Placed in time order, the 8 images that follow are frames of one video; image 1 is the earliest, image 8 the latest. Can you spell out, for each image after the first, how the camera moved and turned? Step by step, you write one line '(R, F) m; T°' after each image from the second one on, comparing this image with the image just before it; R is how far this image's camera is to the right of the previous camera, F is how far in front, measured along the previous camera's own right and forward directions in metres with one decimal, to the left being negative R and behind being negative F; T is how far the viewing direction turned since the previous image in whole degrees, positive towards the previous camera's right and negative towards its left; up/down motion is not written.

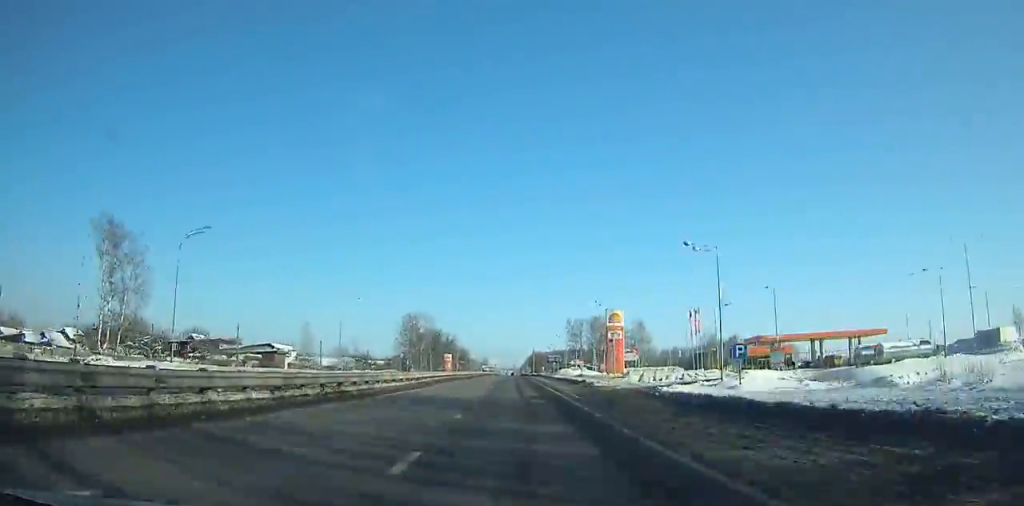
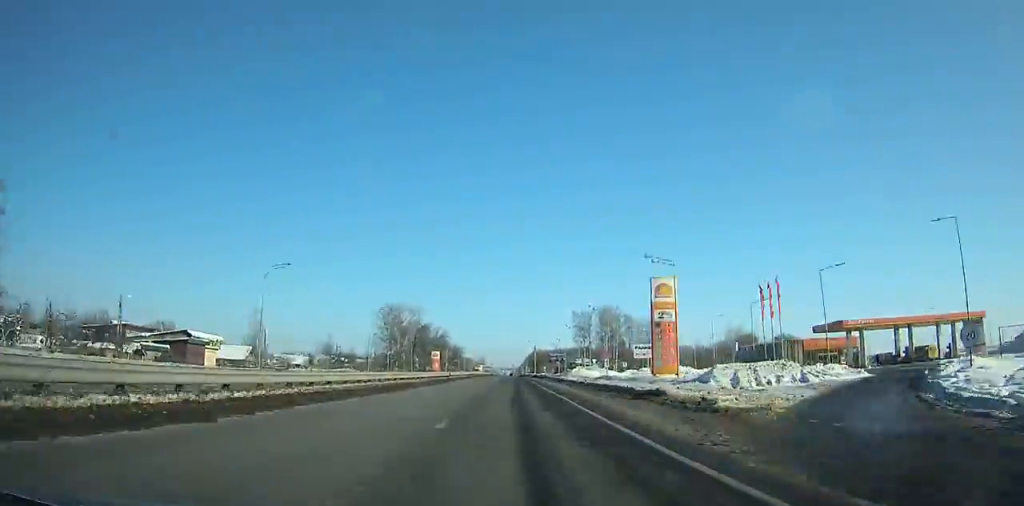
(-0.1, +26.9) m; 0°
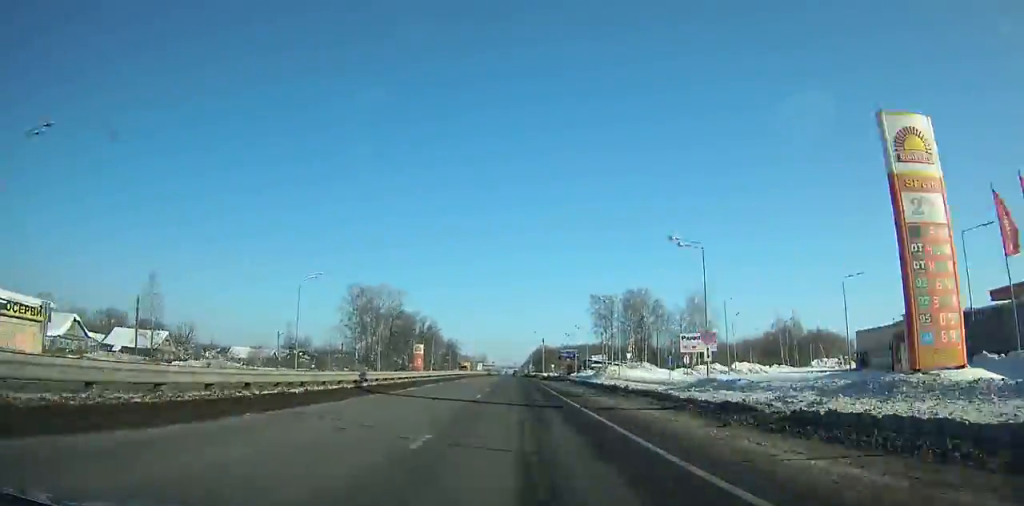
(-0.3, +34.1) m; 0°
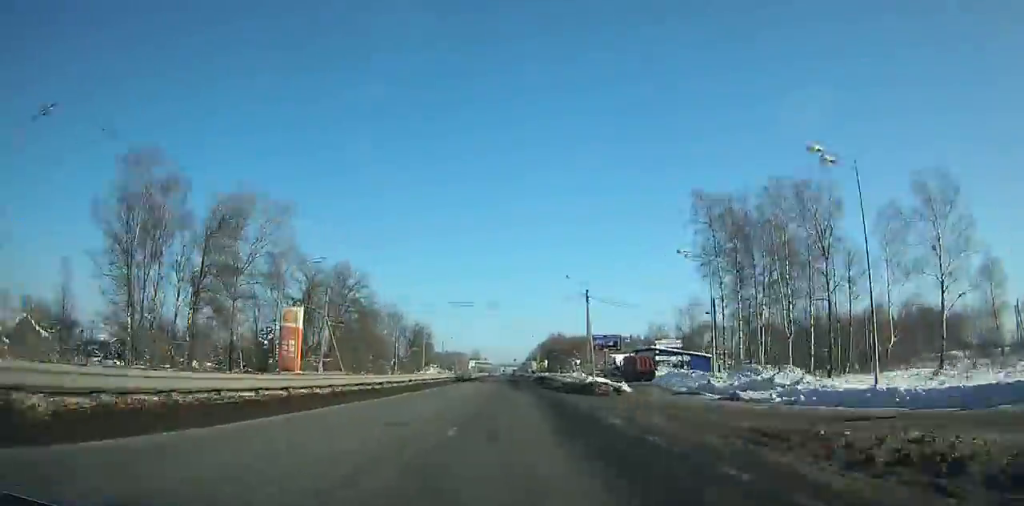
(+0.1, +73.0) m; 0°
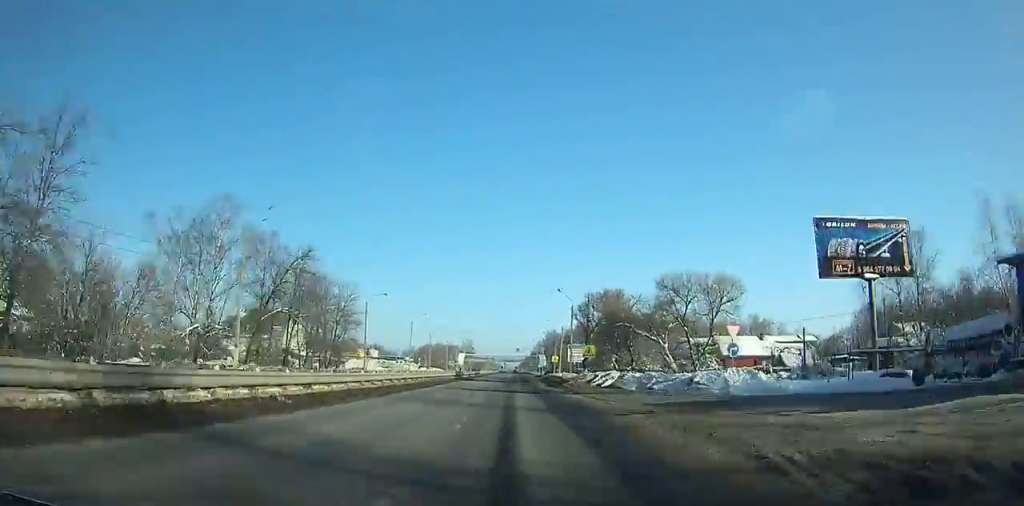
(-0.5, +82.0) m; 0°
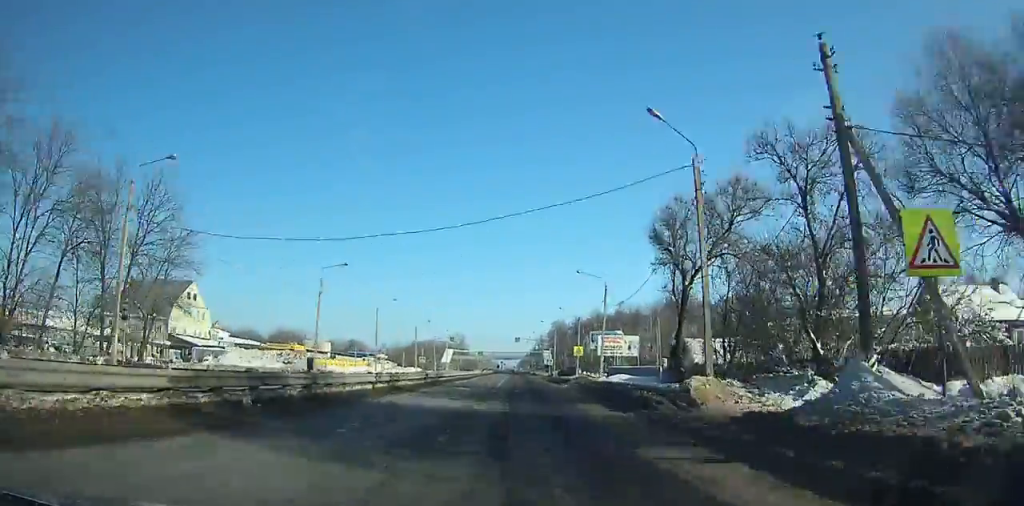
(+0.2, +50.2) m; 0°
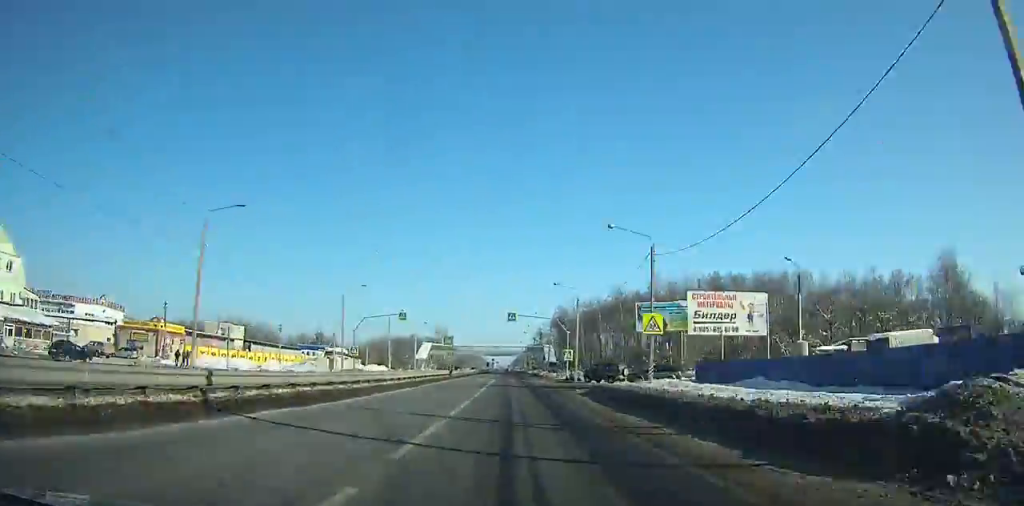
(+0.1, +46.7) m; 0°
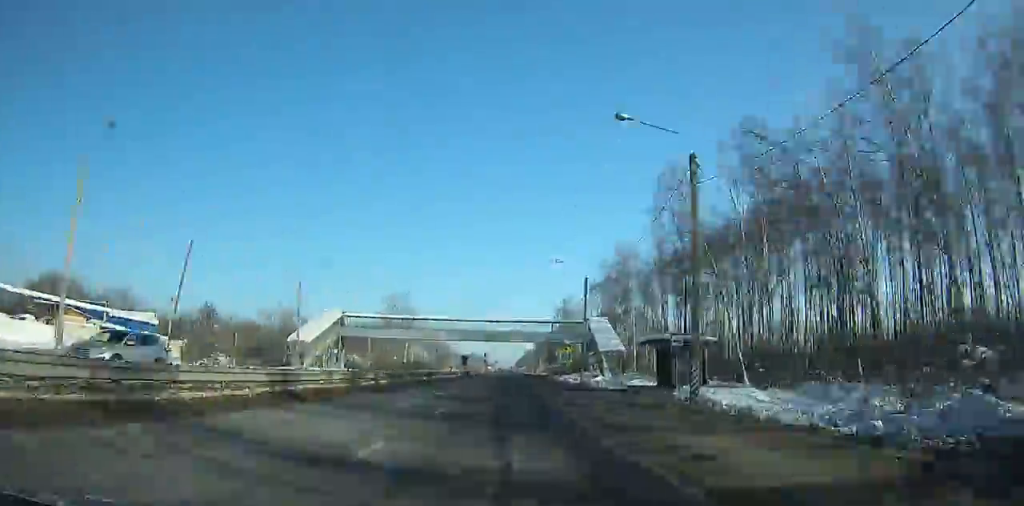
(-0.1, +101.3) m; 0°
